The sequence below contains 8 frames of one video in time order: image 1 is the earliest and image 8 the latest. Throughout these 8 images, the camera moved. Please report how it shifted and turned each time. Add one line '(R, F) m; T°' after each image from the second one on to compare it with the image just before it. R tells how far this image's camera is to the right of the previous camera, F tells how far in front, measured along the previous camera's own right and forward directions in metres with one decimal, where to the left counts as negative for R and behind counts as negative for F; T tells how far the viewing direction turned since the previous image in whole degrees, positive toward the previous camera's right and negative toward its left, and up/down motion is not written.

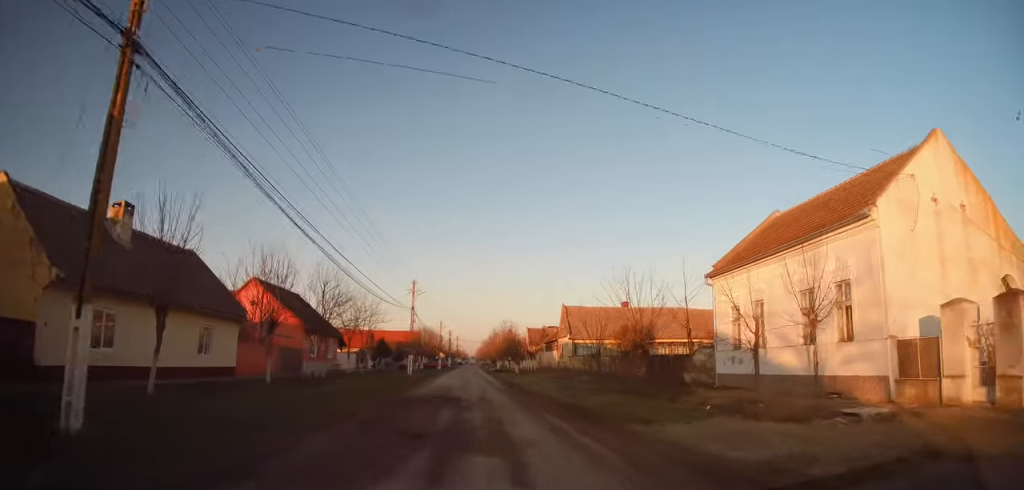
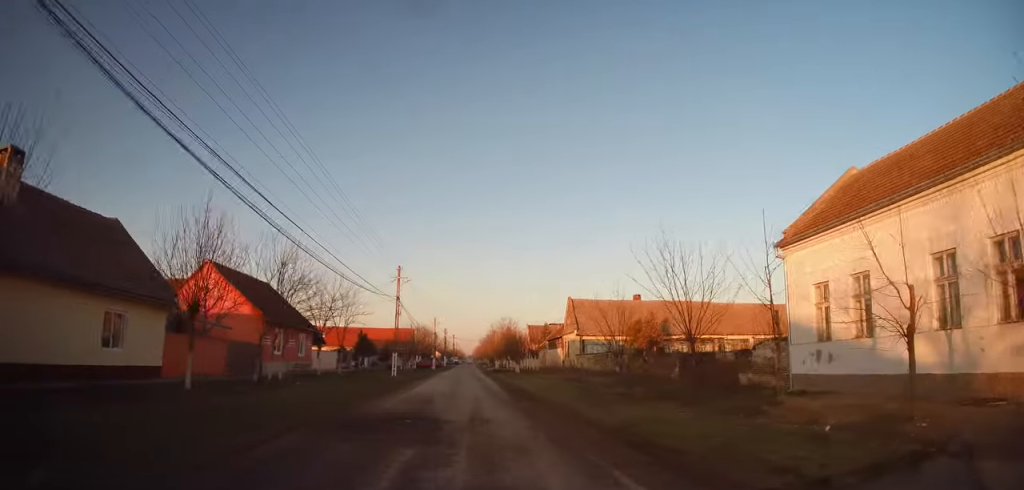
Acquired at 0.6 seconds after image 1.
(0.0, +6.6) m; +1°
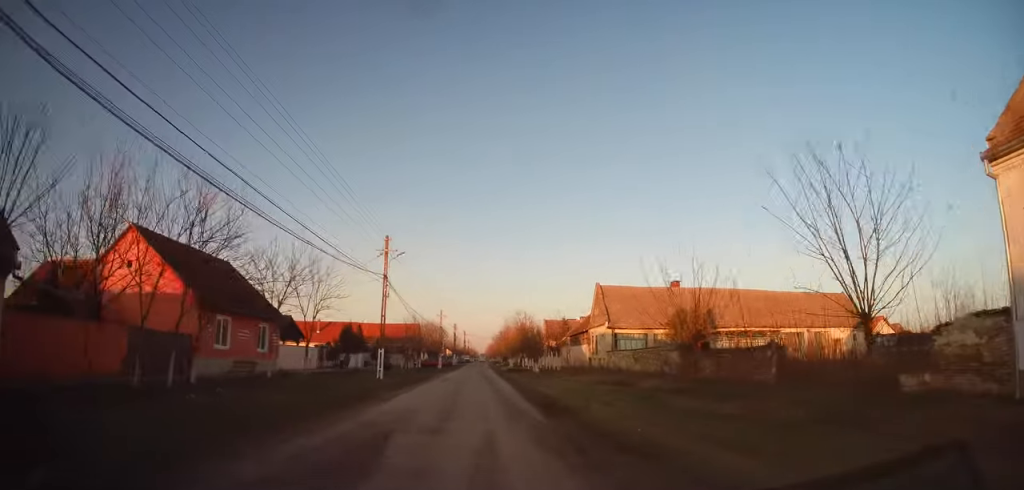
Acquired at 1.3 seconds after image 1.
(+0.1, +9.1) m; 0°
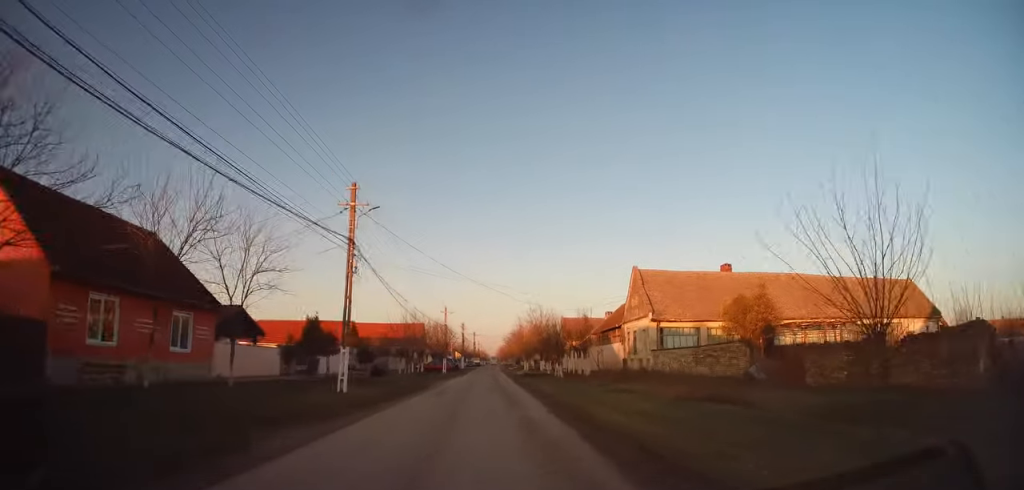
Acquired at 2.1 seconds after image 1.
(+0.1, +9.6) m; 0°
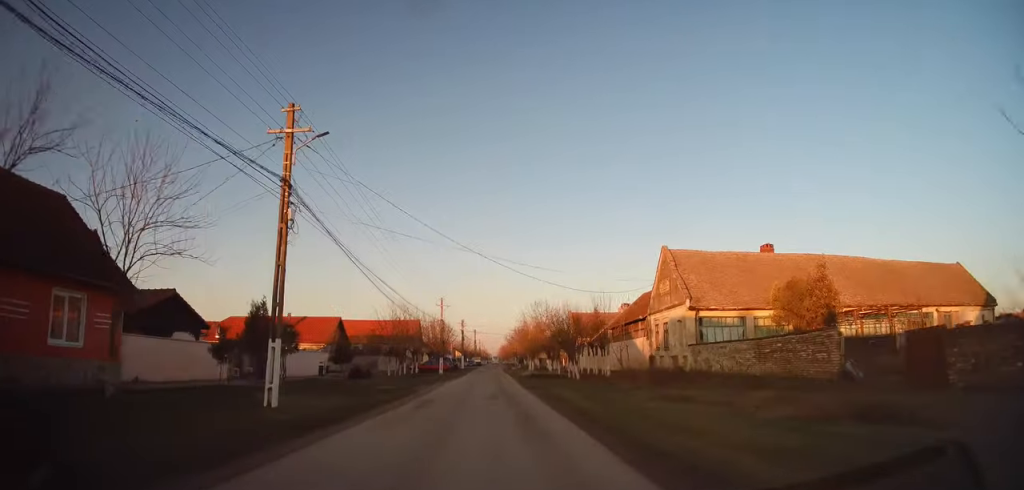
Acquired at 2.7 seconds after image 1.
(-0.1, +6.9) m; -1°
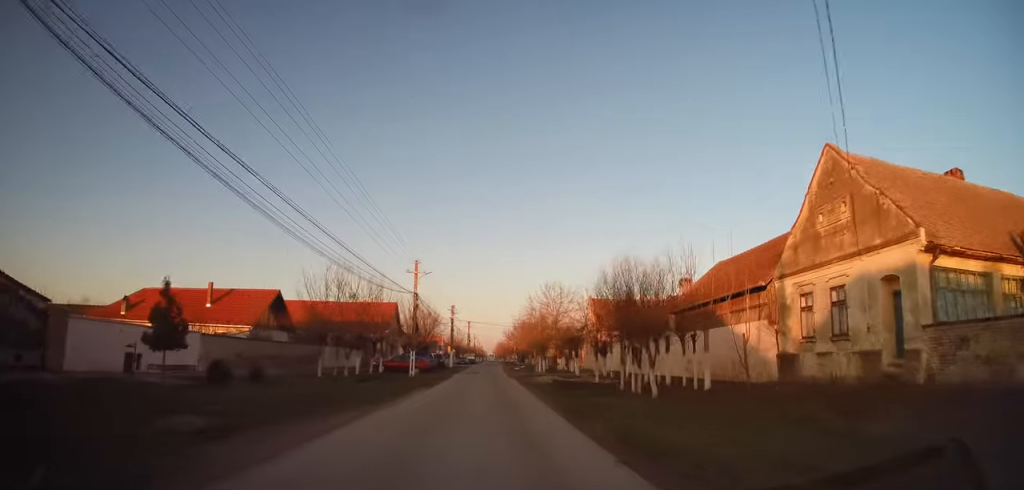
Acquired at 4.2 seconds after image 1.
(-0.1, +18.2) m; -1°
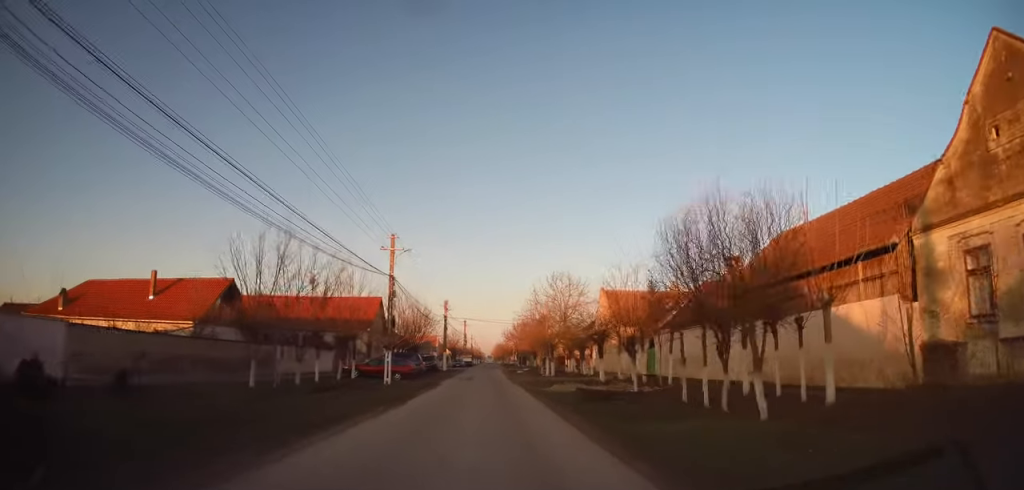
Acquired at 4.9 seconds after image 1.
(+0.1, +8.5) m; -1°
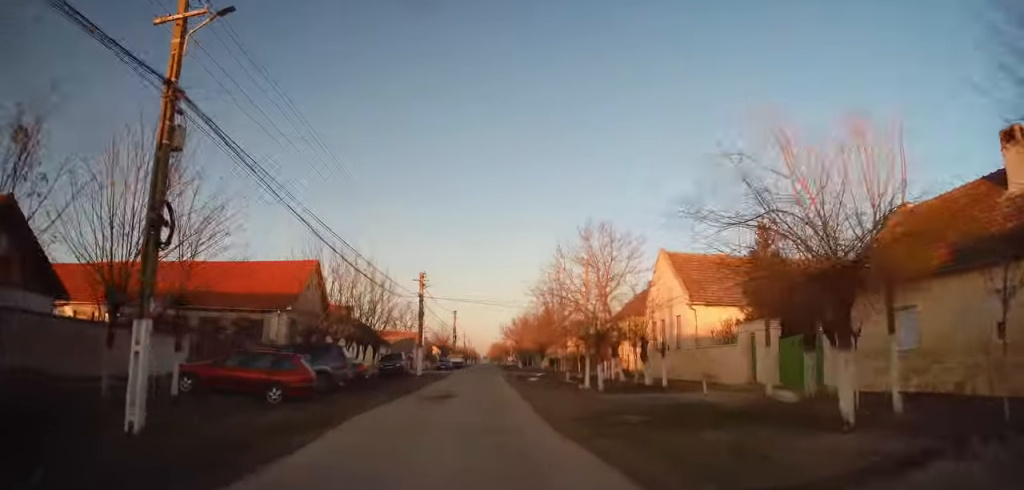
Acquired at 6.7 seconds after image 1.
(+0.4, +20.7) m; +3°
